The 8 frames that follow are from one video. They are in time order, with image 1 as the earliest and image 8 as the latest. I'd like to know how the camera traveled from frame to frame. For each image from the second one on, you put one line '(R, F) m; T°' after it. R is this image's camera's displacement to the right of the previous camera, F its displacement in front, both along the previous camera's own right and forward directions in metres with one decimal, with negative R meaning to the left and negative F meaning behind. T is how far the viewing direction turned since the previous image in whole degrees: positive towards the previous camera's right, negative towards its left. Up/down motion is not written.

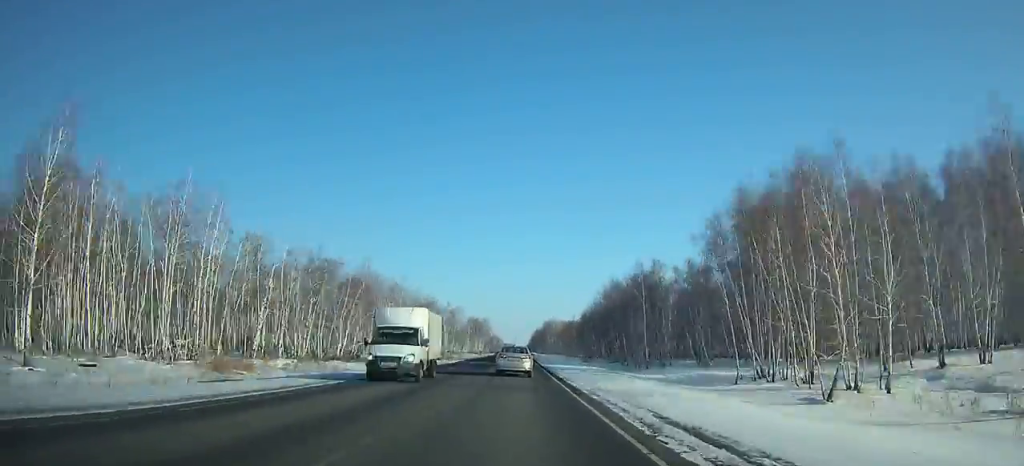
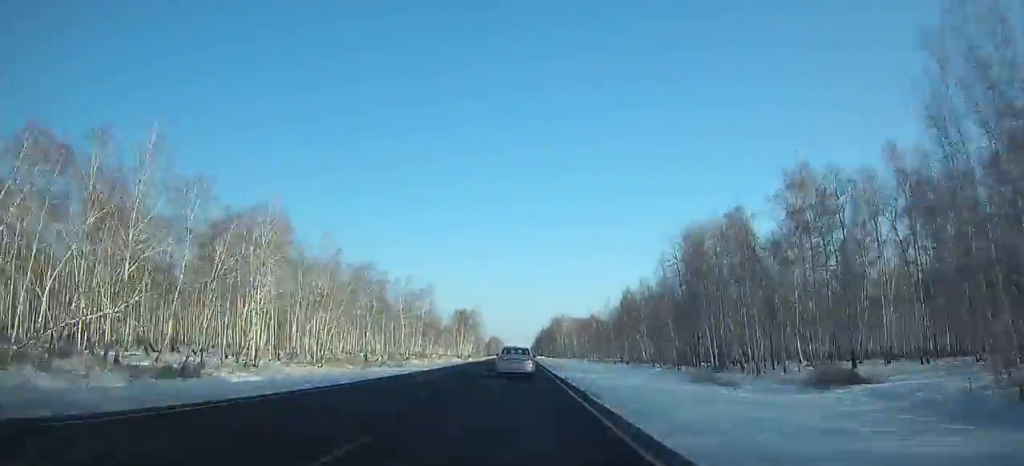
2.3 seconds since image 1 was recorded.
(-0.1, +58.7) m; 0°
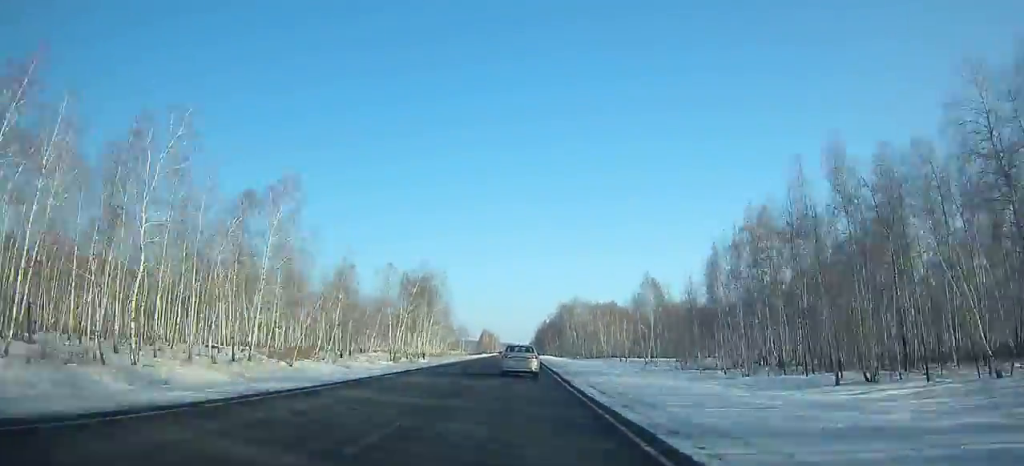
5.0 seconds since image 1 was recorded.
(+0.1, +69.1) m; 0°
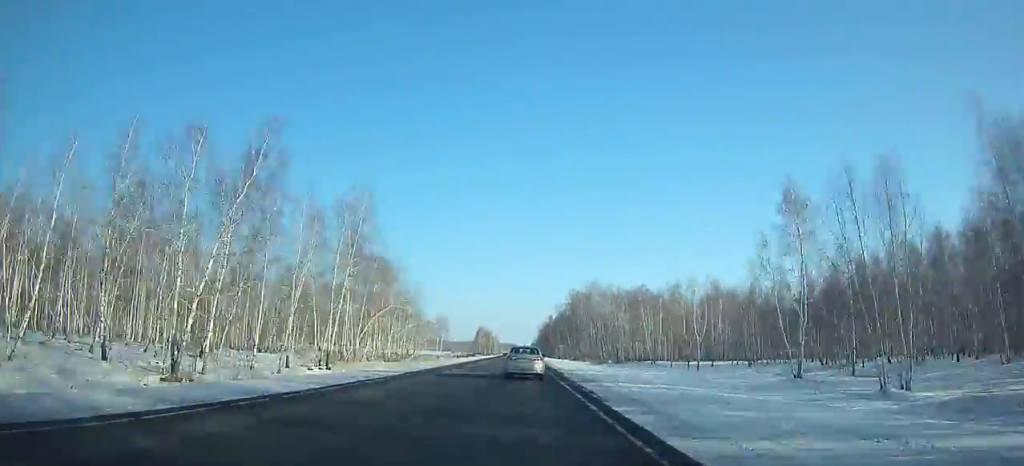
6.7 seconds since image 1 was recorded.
(+0.1, +43.6) m; 0°
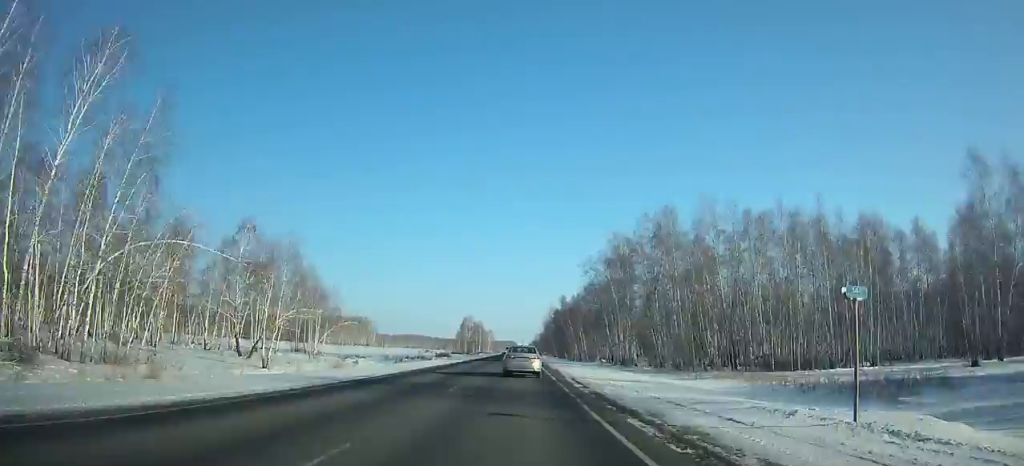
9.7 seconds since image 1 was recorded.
(+0.1, +77.2) m; 0°
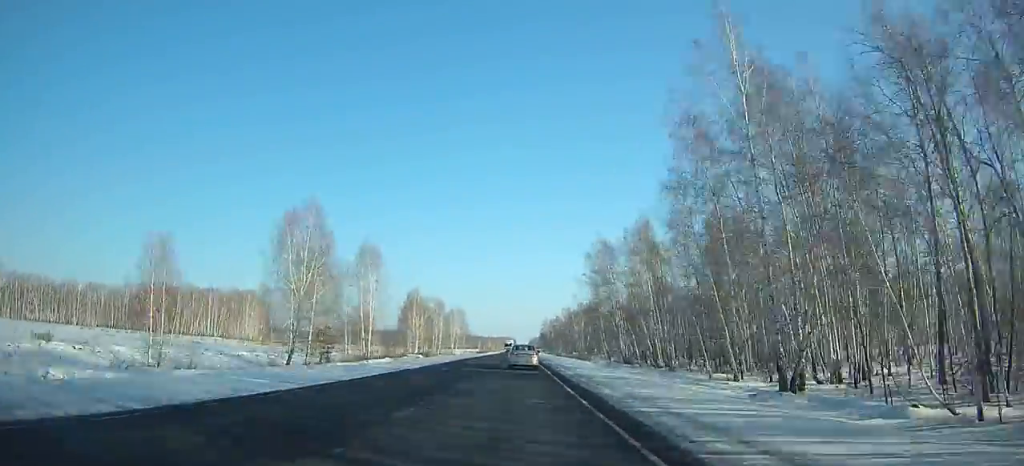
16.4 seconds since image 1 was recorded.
(-0.3, +175.6) m; 0°
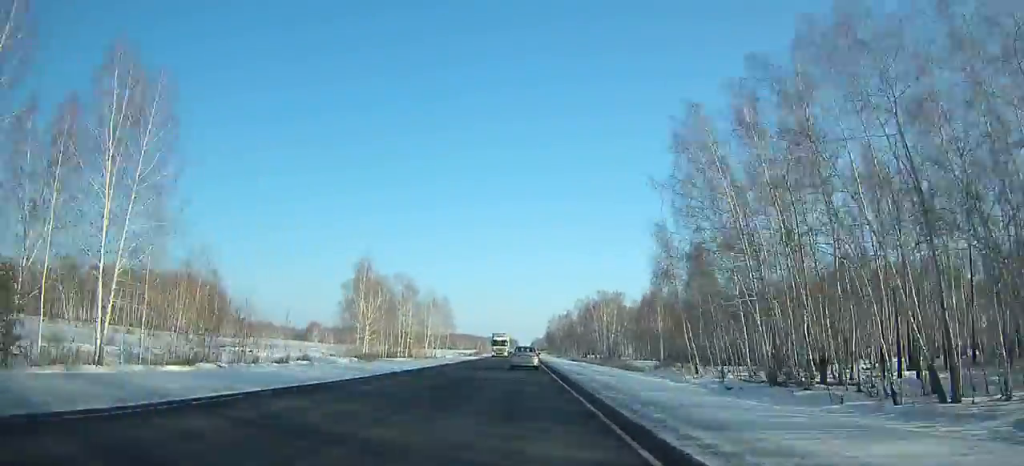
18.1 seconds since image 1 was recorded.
(0.0, +45.6) m; 0°
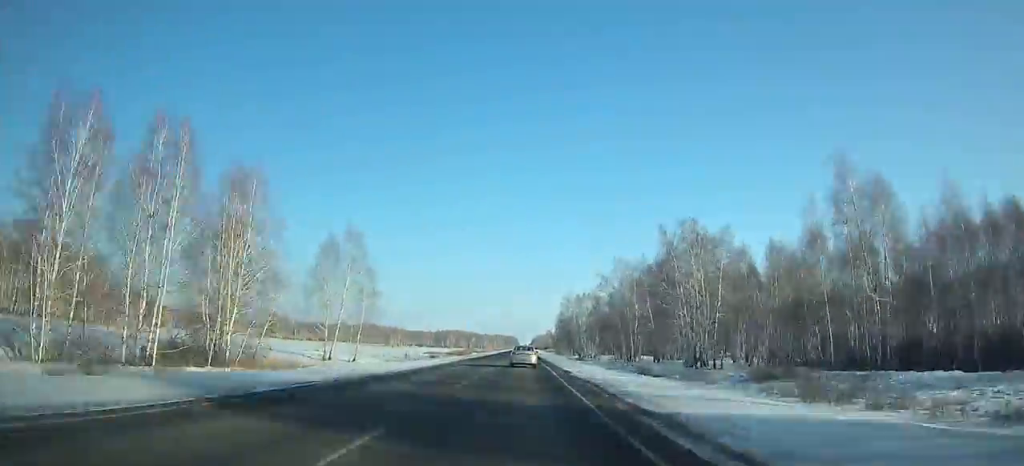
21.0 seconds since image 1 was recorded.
(+0.1, +79.6) m; 0°
